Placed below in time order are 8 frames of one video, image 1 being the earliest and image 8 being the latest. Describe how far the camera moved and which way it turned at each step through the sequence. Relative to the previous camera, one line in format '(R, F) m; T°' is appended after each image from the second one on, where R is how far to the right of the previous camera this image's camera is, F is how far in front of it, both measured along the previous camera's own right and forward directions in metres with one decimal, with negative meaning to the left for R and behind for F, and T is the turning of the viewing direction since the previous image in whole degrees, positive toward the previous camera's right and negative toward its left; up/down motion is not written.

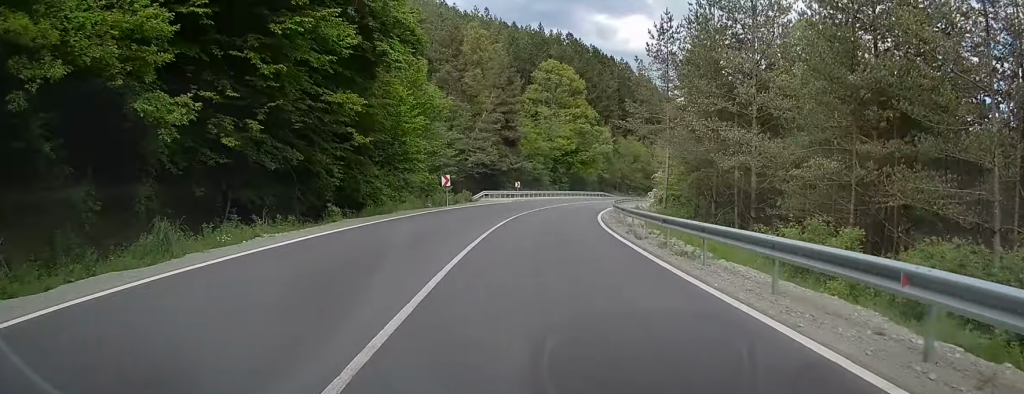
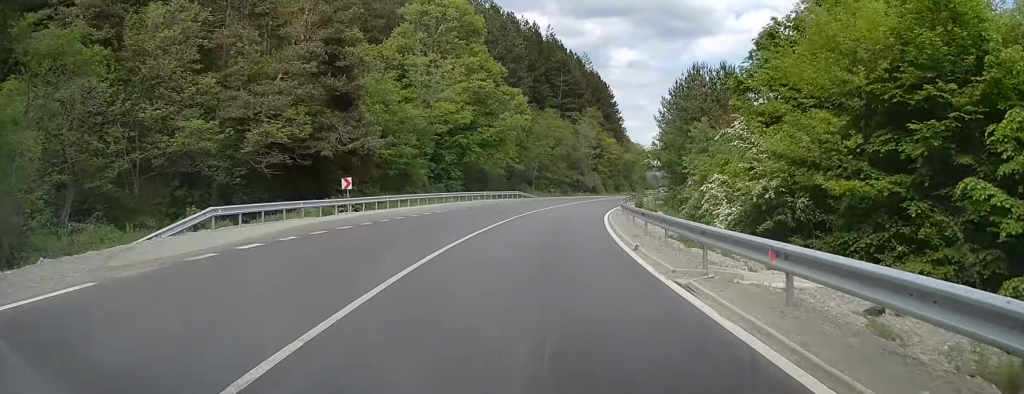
(+2.9, +46.1) m; +8°
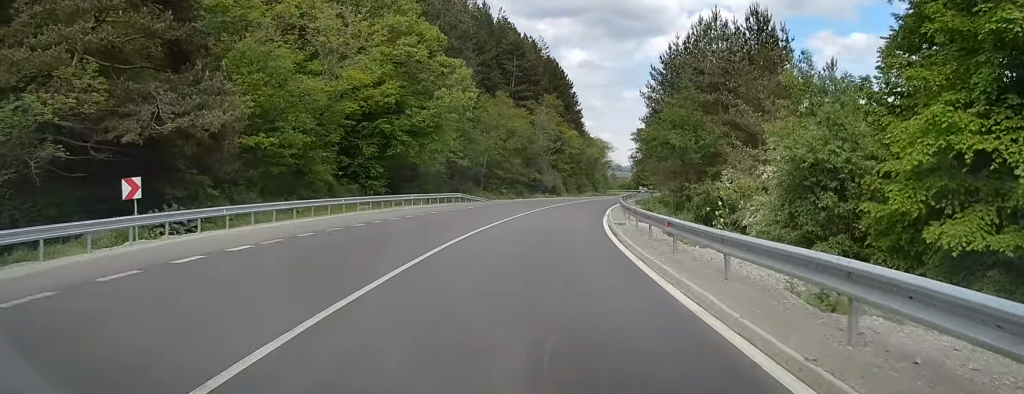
(+0.5, +18.0) m; +3°
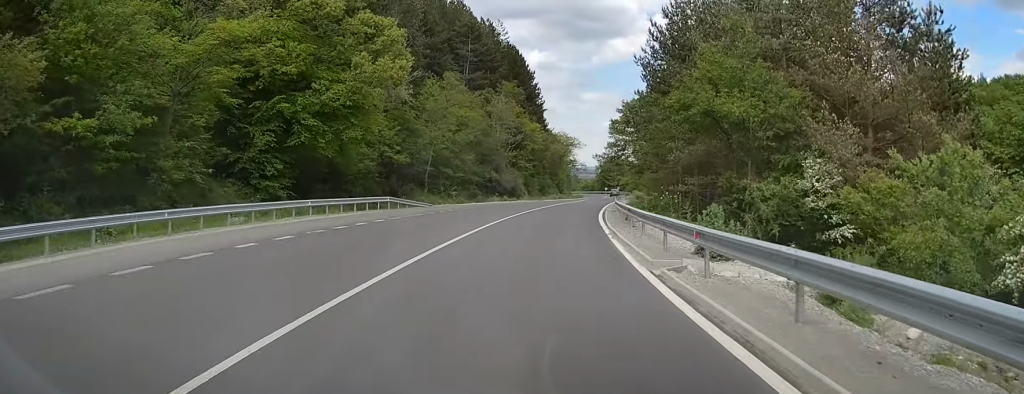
(+0.1, +15.0) m; +3°
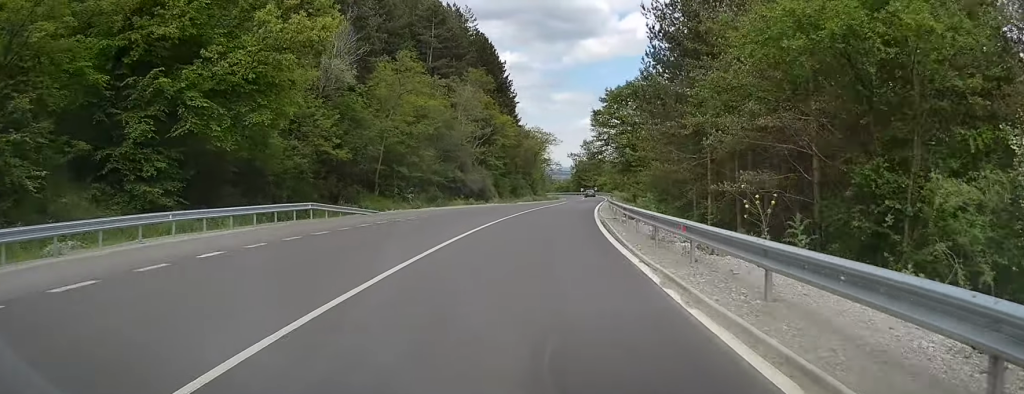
(+0.5, +11.2) m; +2°
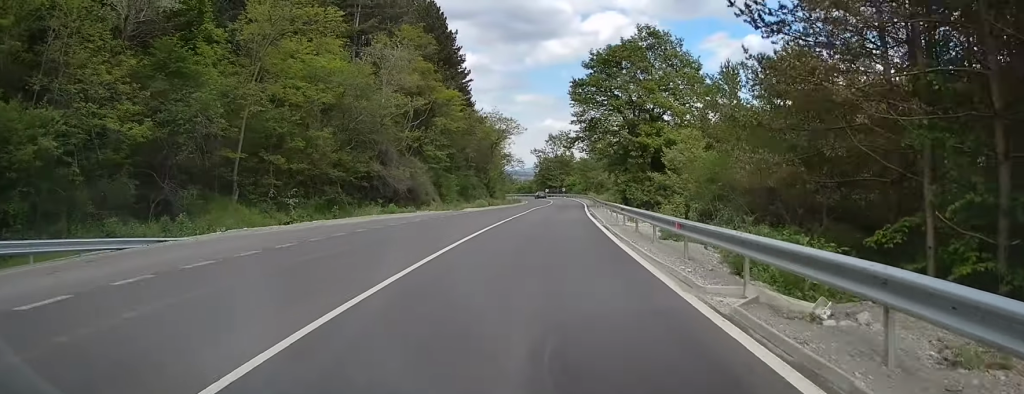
(+0.8, +22.5) m; +3°
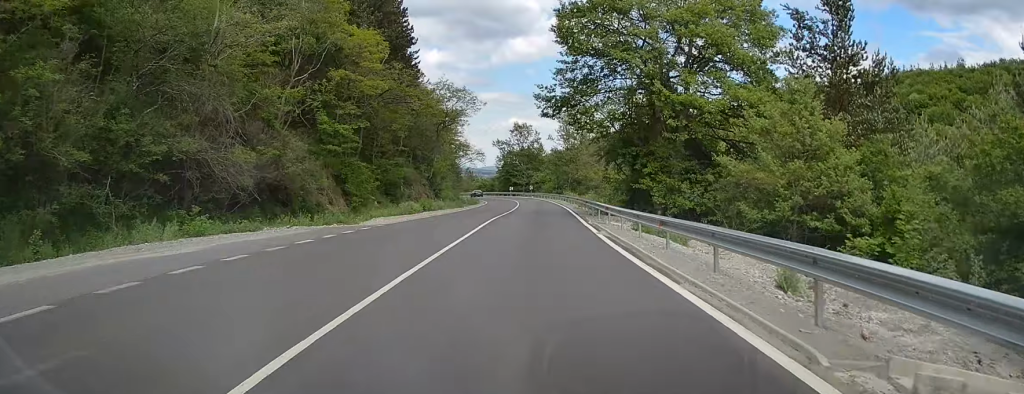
(+0.5, +22.6) m; +2°
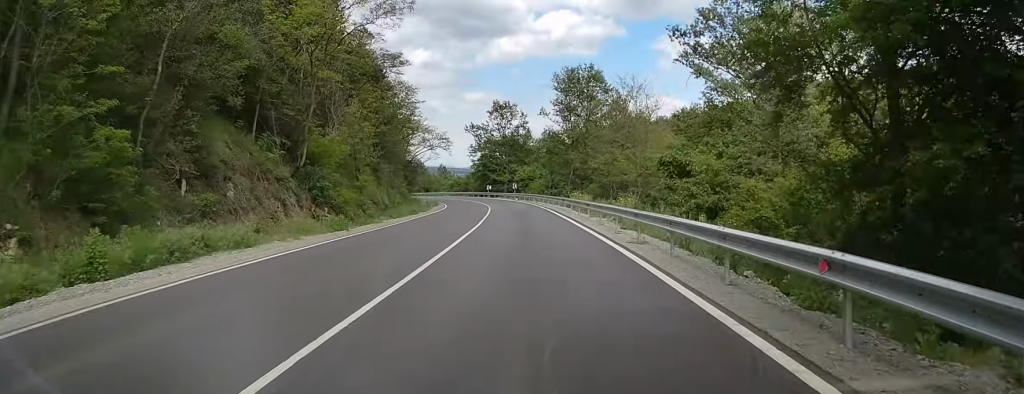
(+1.2, +32.8) m; +3°
